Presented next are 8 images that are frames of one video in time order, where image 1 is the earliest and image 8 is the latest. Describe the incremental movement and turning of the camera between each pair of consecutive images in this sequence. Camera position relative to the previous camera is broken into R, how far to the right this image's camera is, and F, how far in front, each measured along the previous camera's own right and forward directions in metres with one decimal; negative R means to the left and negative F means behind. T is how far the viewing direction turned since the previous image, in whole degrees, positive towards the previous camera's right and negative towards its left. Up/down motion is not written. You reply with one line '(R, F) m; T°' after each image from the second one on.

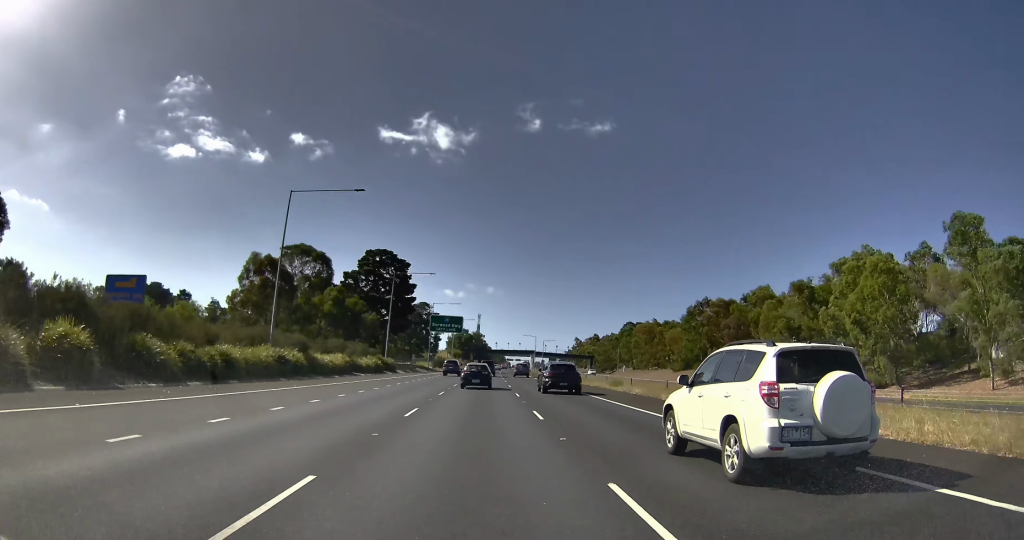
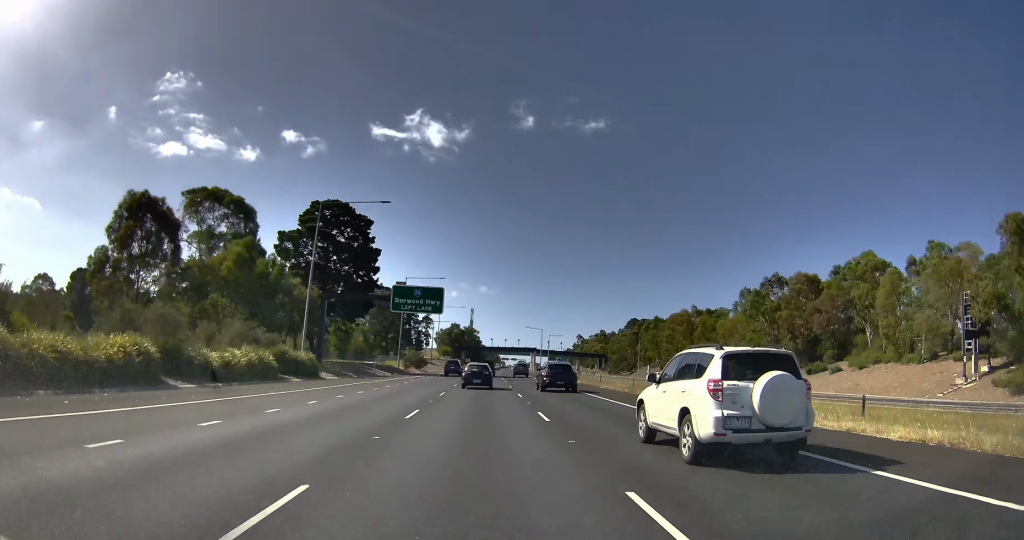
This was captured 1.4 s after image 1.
(-1.1, +39.0) m; -2°
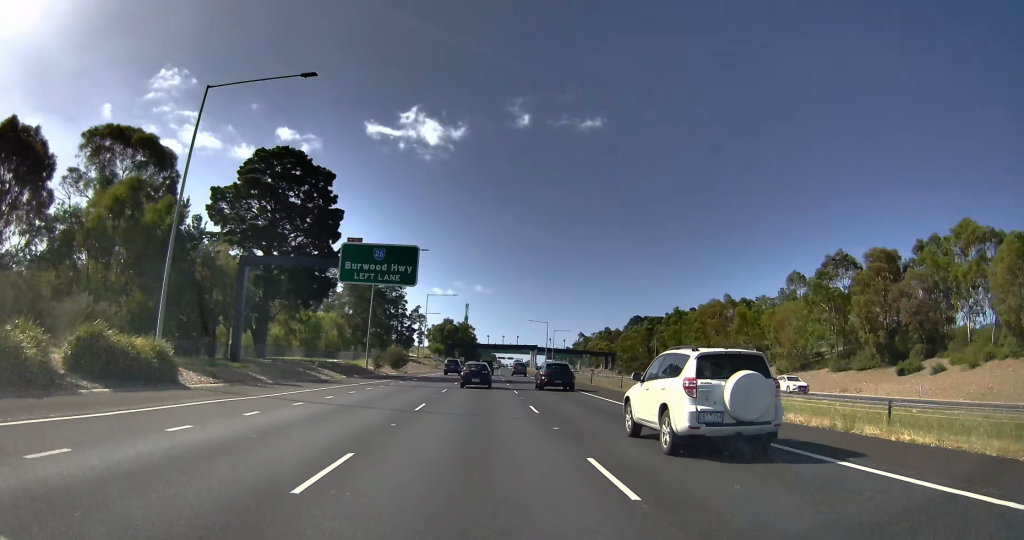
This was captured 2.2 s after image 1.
(-0.1, +24.8) m; 0°
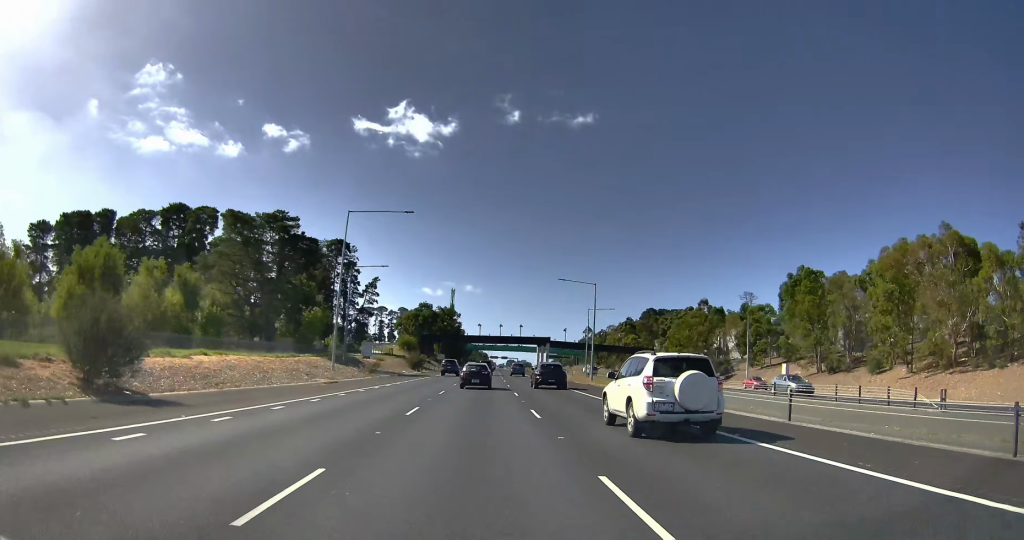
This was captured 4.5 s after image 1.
(+1.0, +78.1) m; 0°
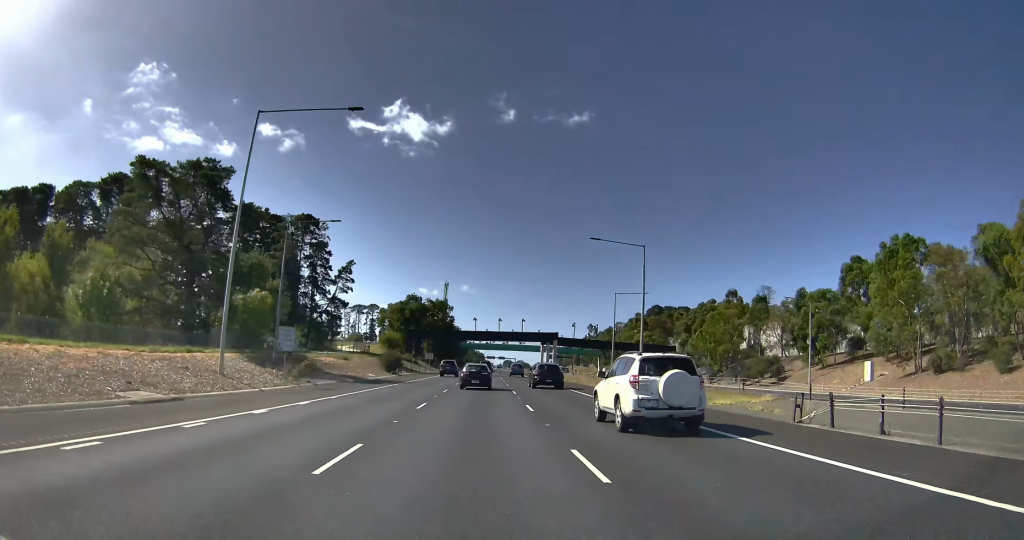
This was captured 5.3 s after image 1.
(-0.3, +25.9) m; 0°
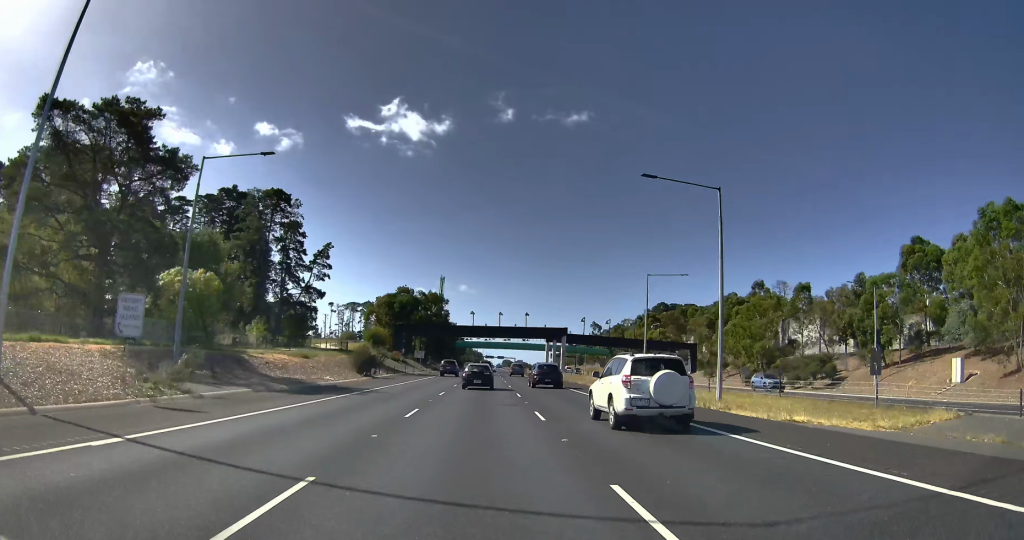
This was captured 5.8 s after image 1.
(-0.1, +17.6) m; 0°
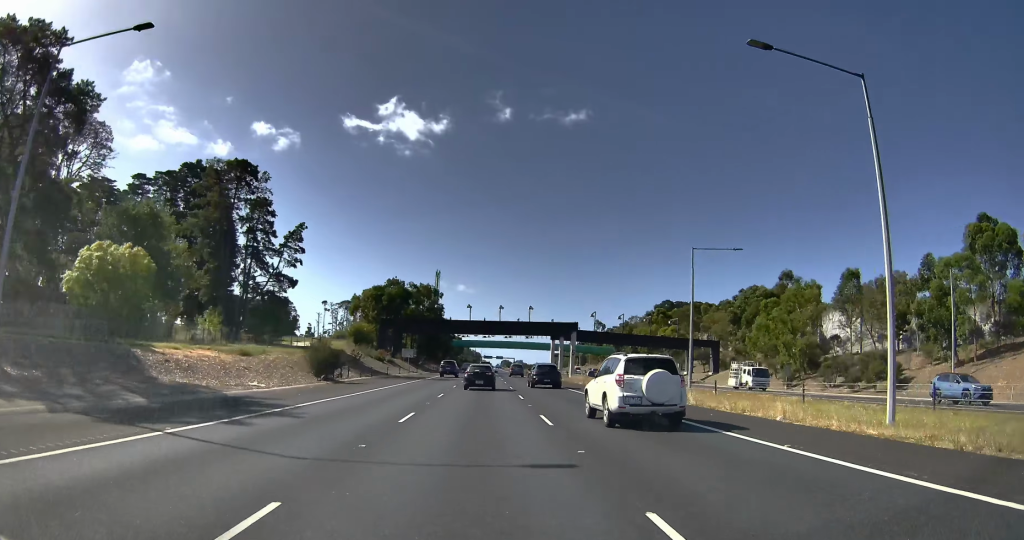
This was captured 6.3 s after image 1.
(+0.2, +14.7) m; 0°
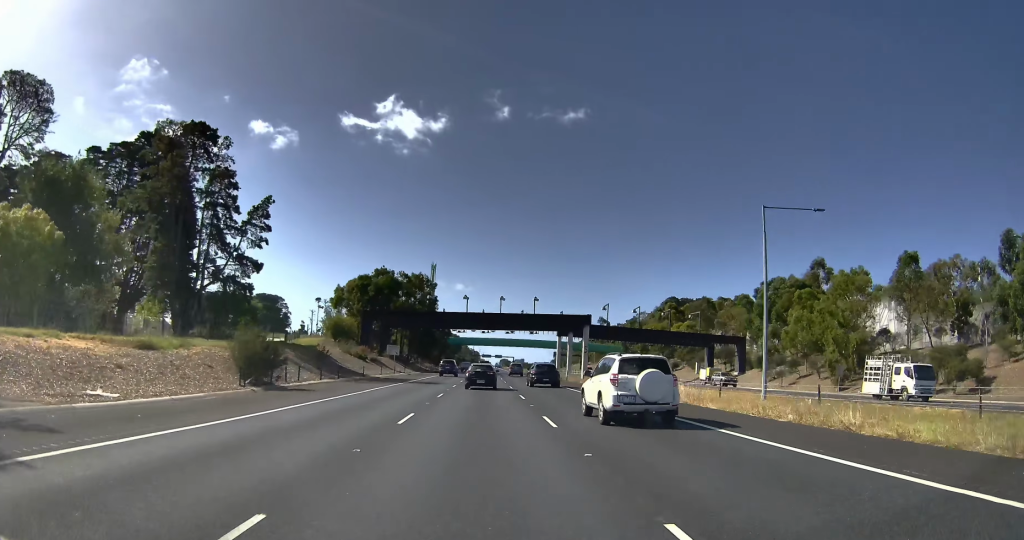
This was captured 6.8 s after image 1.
(+0.1, +13.5) m; 0°
